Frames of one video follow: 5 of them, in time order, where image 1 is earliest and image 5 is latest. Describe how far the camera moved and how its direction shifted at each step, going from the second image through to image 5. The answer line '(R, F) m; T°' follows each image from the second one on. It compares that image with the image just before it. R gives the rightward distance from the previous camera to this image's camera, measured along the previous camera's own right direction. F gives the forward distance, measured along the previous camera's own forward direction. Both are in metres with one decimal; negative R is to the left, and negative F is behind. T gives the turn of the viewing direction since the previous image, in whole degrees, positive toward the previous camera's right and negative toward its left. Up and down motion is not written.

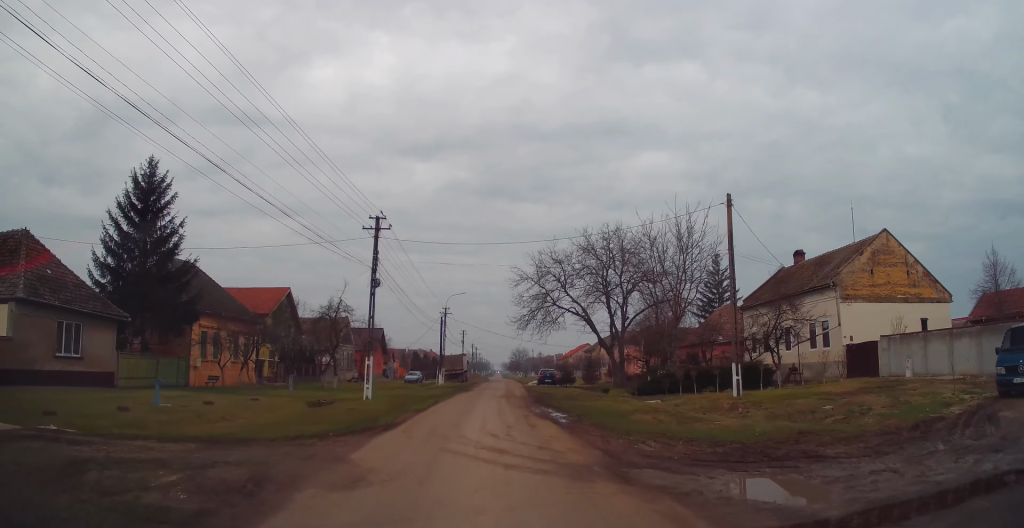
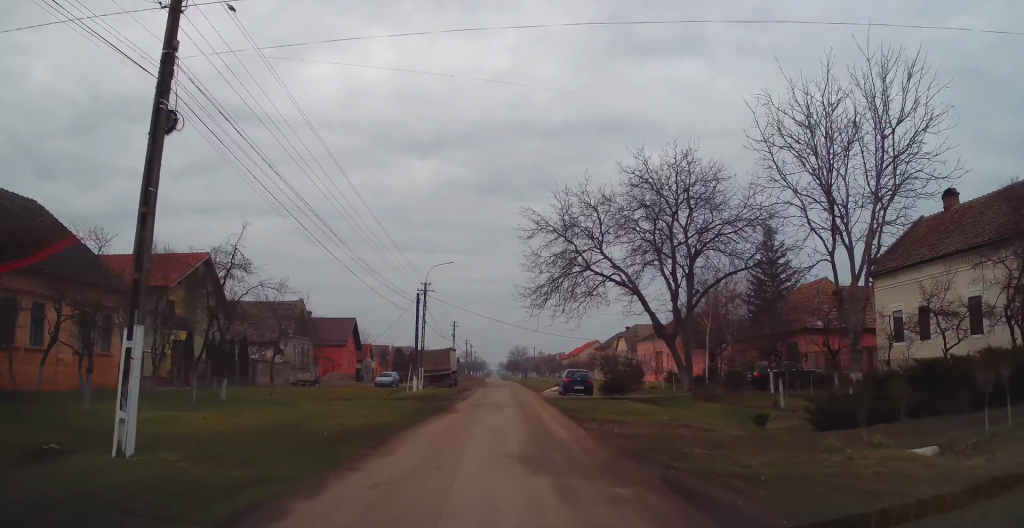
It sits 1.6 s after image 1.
(+0.4, +19.0) m; +2°
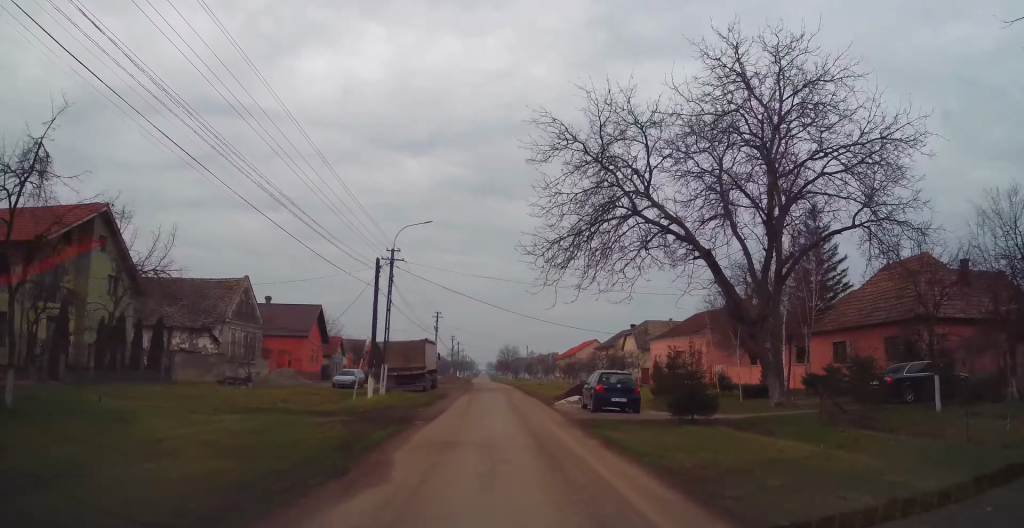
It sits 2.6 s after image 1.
(0.0, +12.7) m; -1°
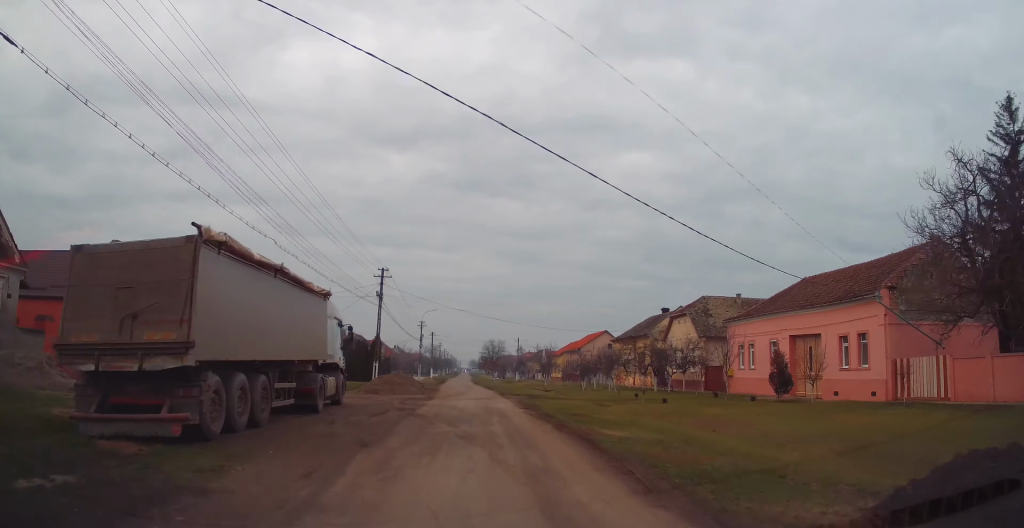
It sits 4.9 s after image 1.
(-0.2, +29.1) m; +1°
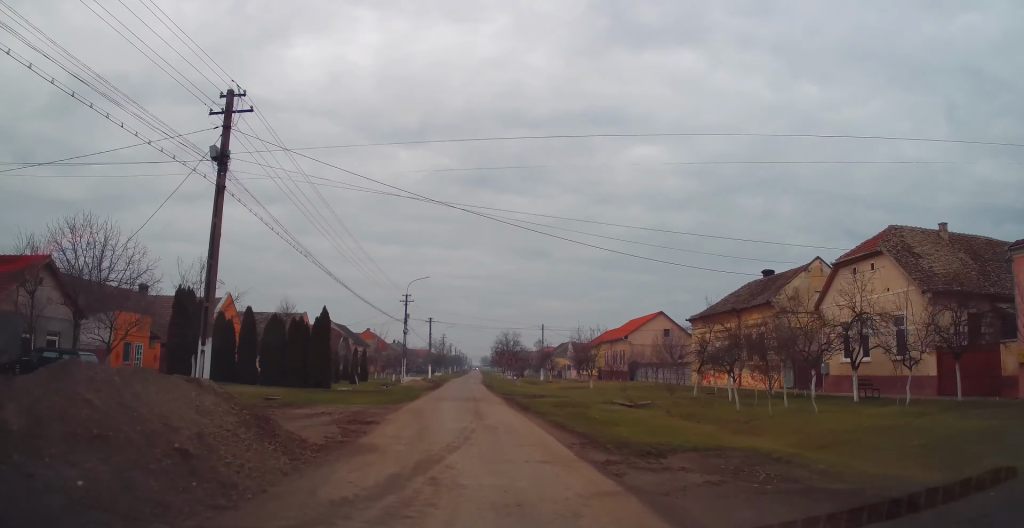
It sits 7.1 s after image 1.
(+0.5, +28.3) m; +1°
